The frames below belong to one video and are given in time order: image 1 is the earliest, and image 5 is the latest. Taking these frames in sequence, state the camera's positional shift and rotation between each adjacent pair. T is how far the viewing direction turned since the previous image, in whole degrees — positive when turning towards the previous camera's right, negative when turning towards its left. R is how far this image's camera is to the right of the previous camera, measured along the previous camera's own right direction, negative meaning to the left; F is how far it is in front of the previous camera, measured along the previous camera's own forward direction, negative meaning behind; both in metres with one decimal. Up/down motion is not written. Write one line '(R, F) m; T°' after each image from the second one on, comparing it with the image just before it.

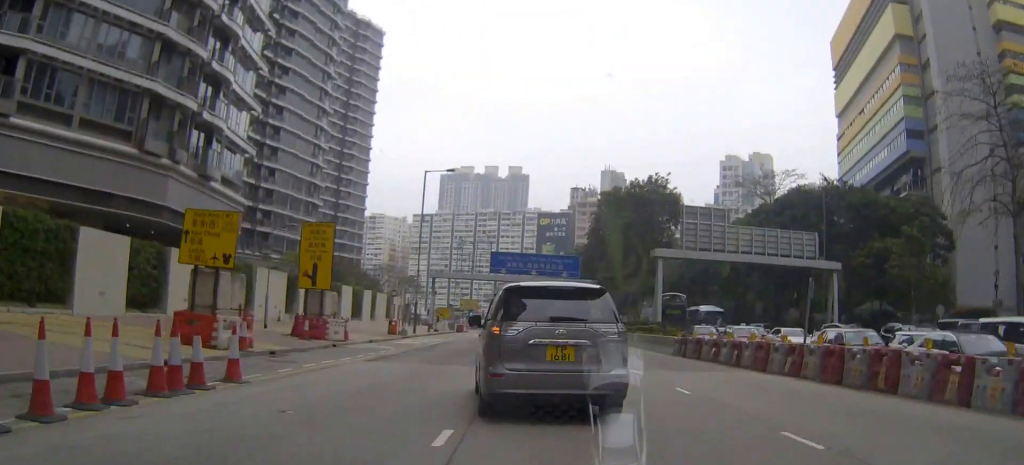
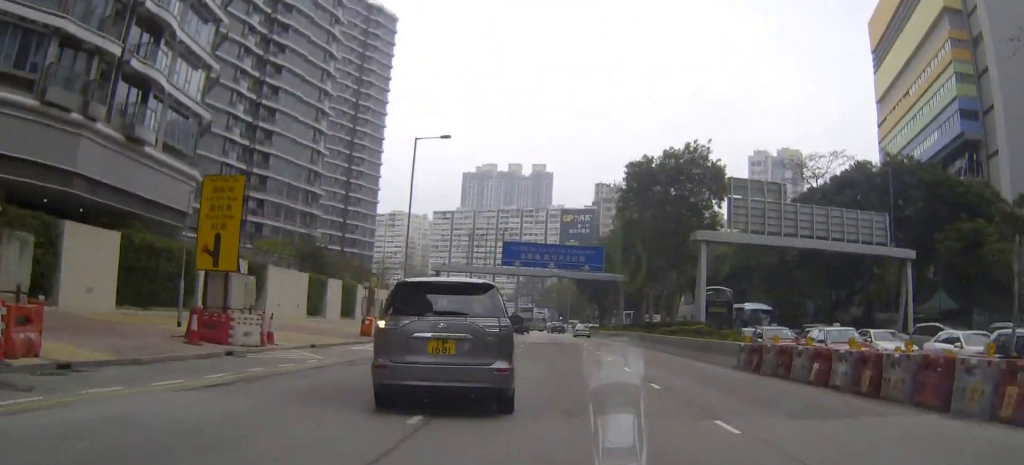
(-0.9, +11.9) m; -8°
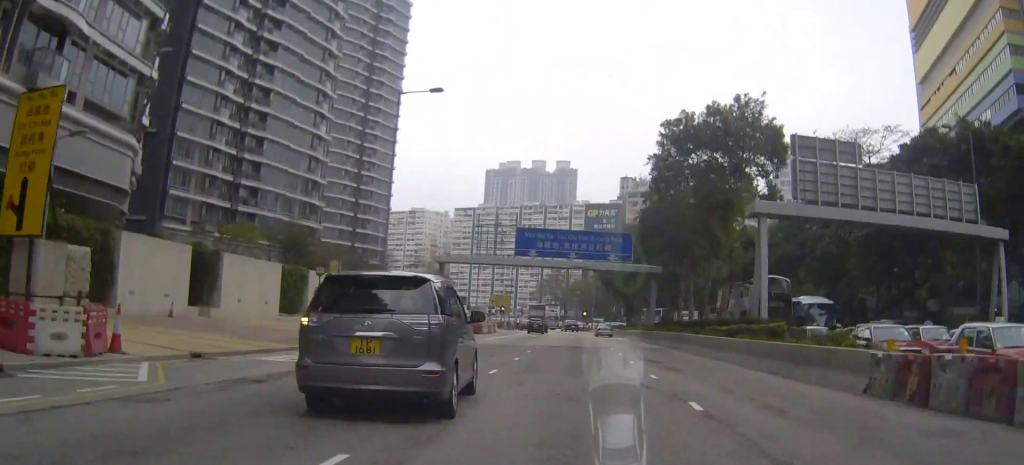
(-0.8, +10.4) m; -5°
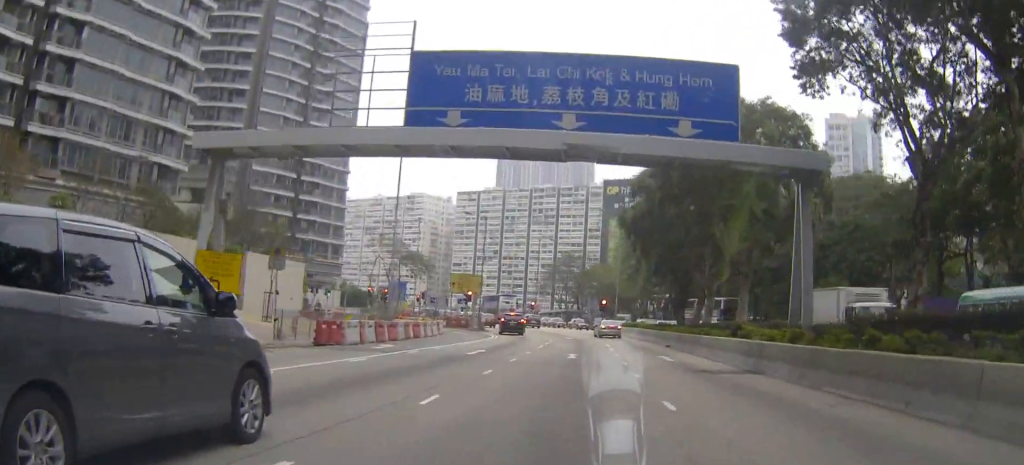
(-4.1, +45.5) m; -11°
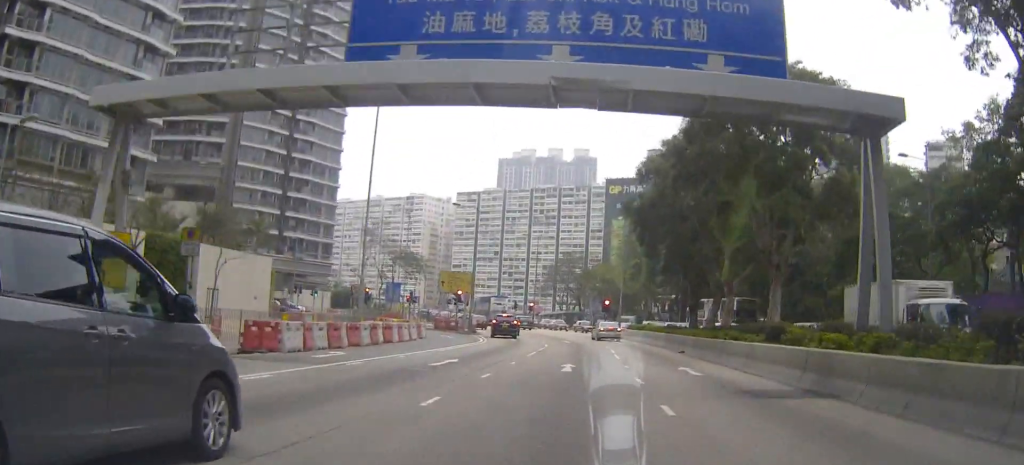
(-0.2, +7.1) m; -1°
